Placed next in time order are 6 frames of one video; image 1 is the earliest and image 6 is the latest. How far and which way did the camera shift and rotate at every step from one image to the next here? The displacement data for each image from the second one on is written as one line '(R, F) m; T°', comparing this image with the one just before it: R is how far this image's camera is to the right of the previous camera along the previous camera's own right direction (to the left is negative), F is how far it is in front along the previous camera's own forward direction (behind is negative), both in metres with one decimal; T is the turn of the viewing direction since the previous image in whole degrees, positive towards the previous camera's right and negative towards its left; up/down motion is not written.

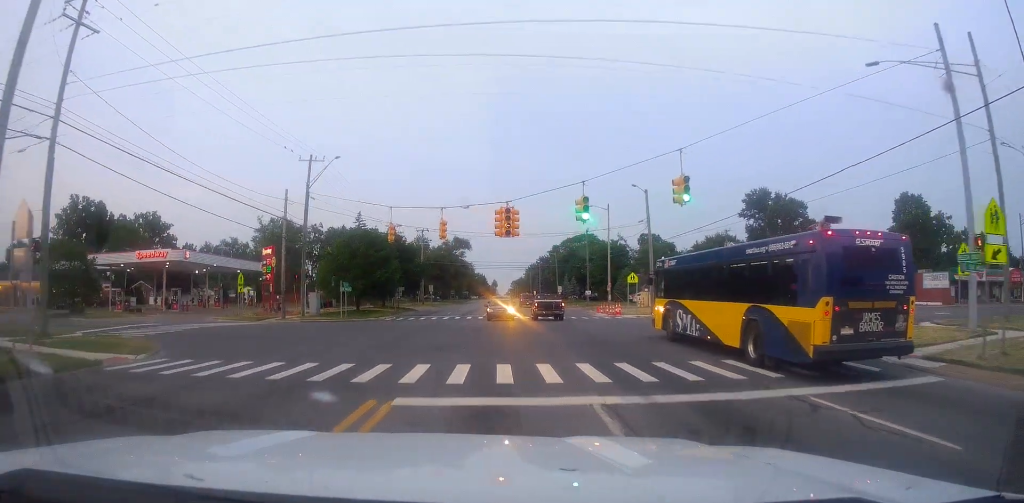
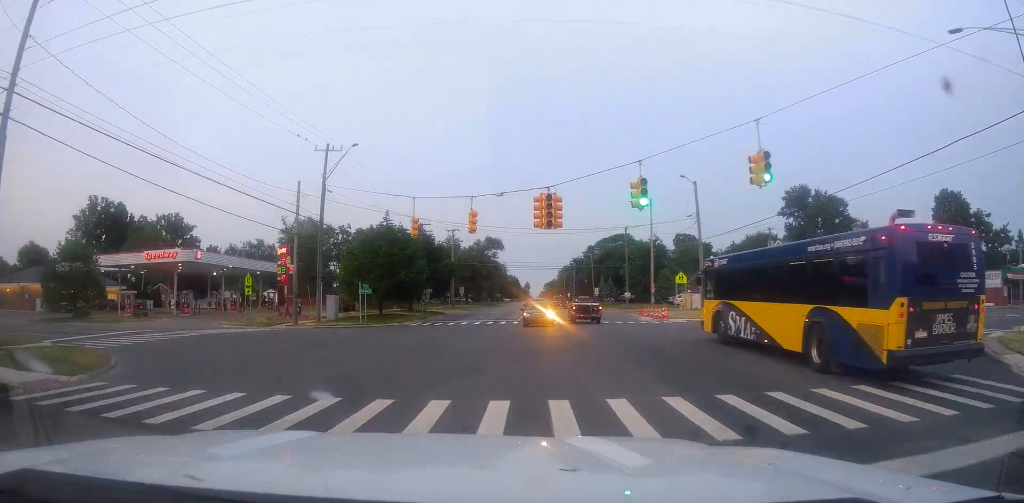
(-0.2, +5.1) m; -1°
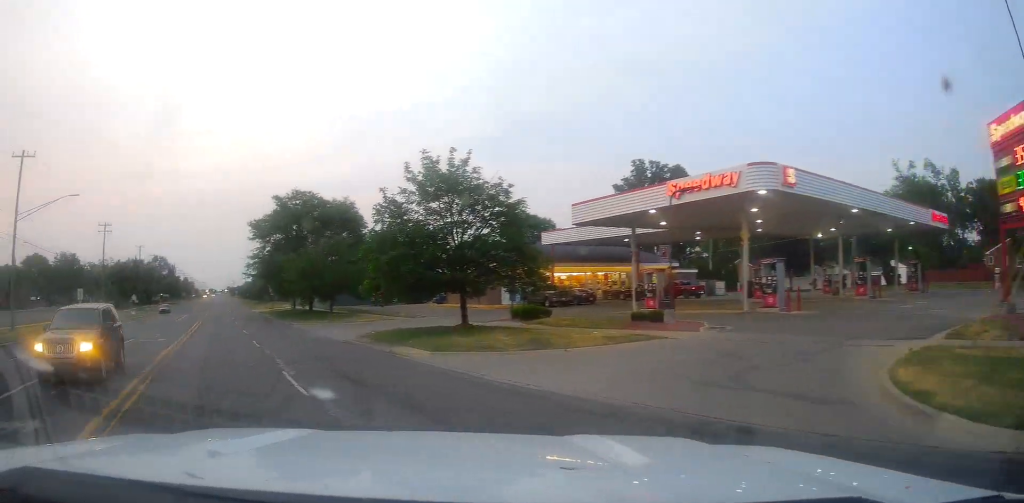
(-5.4, +35.9) m; -34°
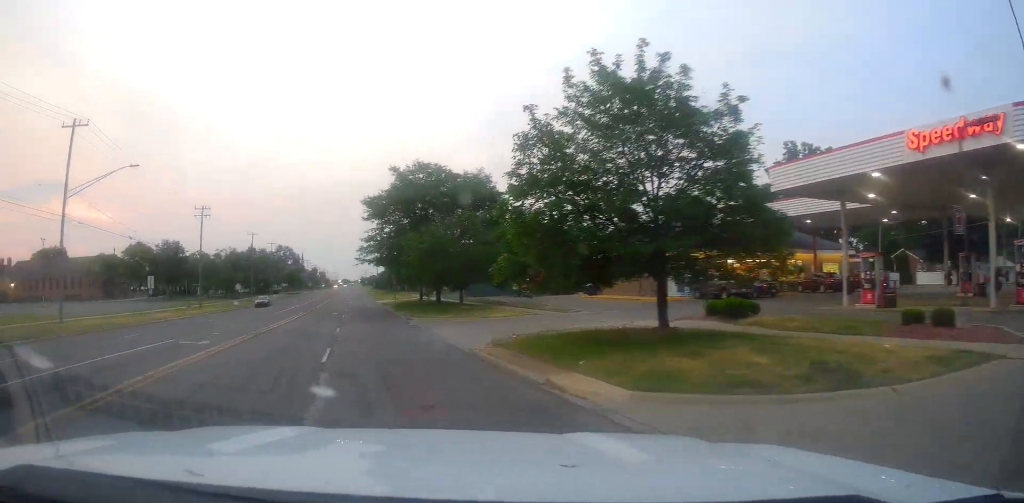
(-1.2, +8.0) m; -17°
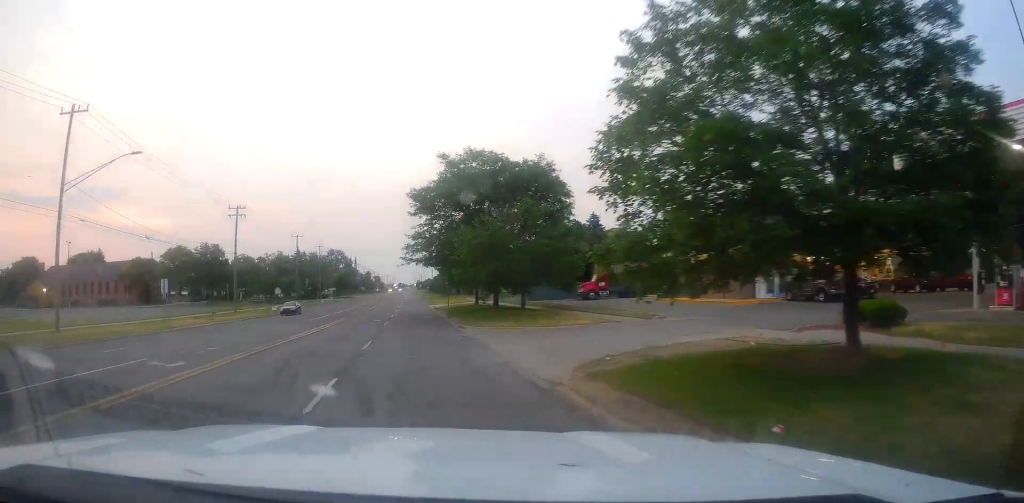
(-0.3, +5.0) m; -10°
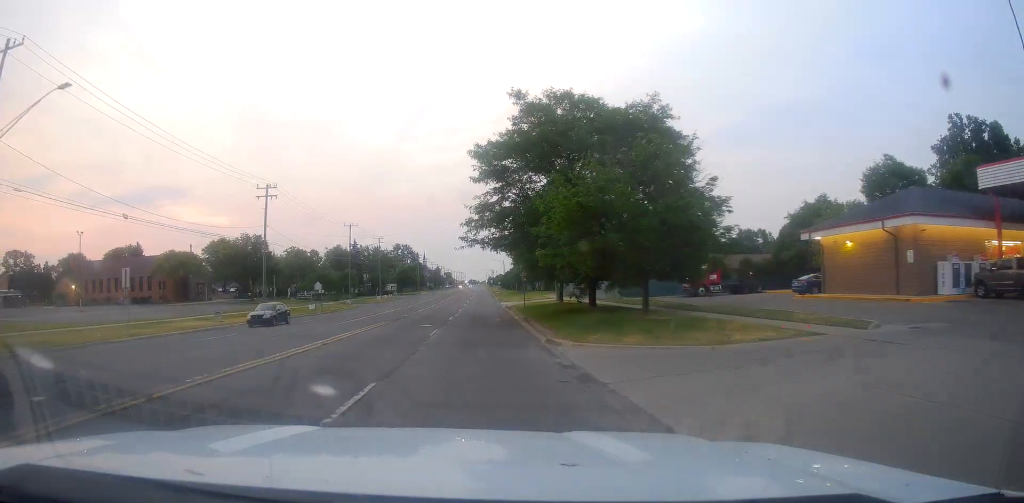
(-1.8, +10.4) m; -16°
